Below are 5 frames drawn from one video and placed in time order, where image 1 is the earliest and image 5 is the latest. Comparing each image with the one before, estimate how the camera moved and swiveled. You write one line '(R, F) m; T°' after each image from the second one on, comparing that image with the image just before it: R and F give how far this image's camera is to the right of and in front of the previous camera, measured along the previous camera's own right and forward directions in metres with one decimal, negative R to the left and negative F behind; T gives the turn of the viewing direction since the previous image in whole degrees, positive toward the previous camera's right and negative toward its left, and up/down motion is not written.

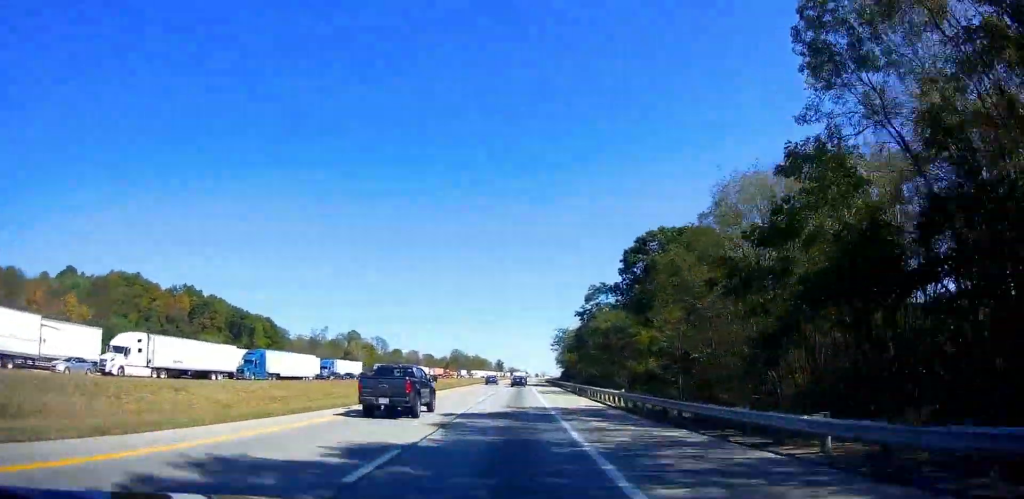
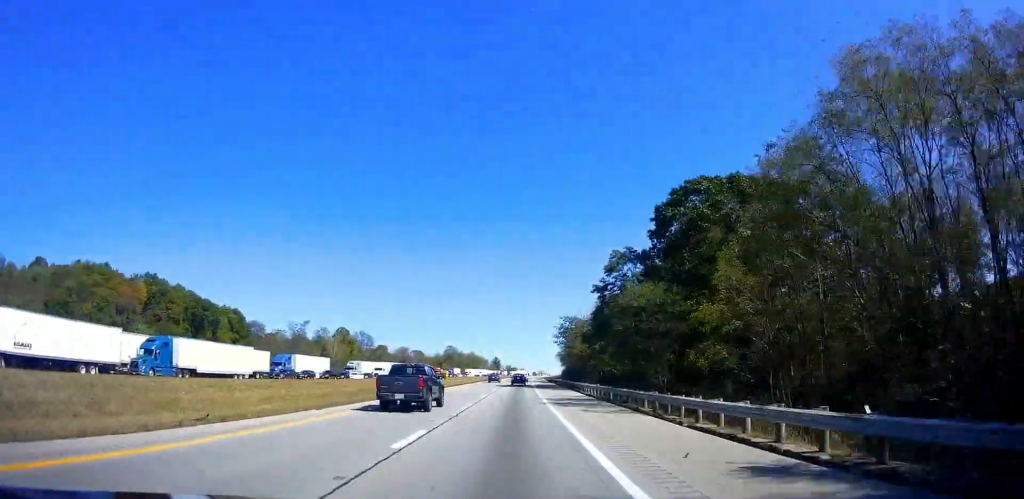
(+0.1, +21.0) m; 0°
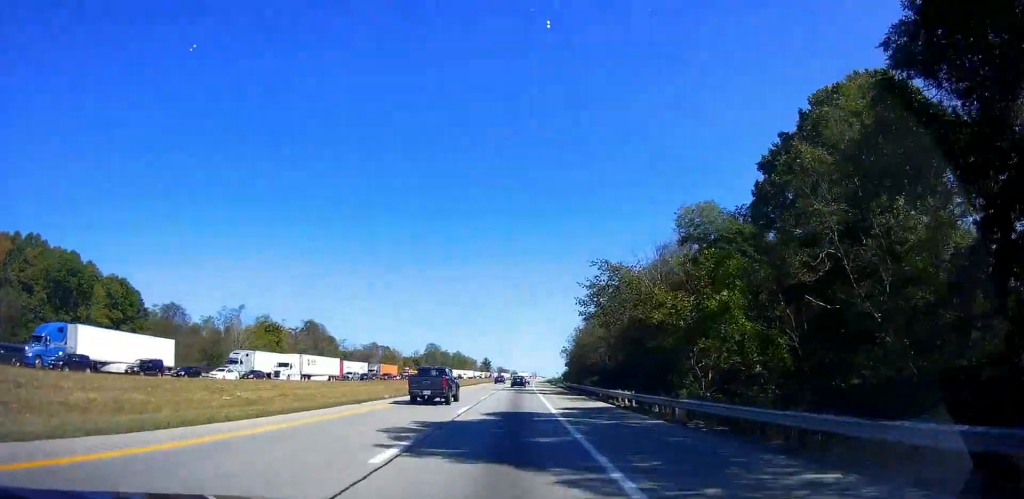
(0.0, +50.8) m; 0°
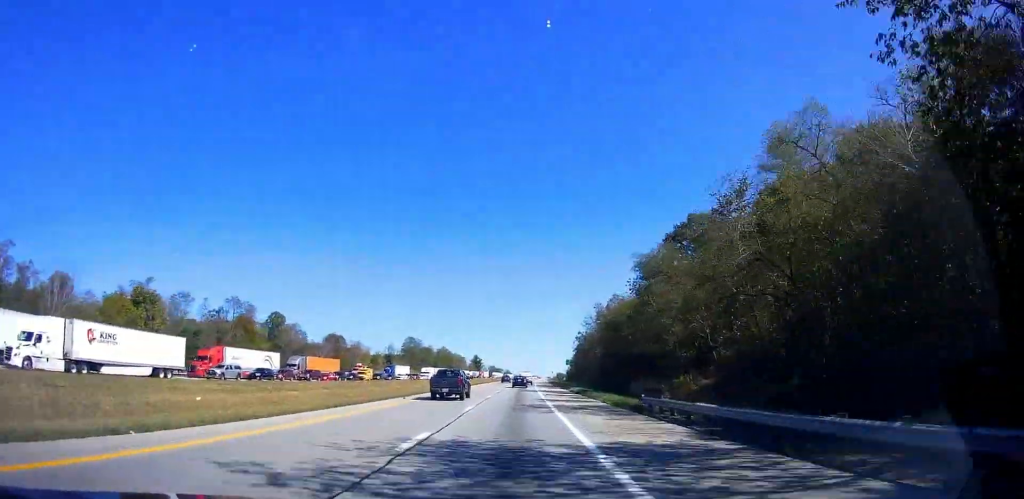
(+0.5, +46.2) m; +2°
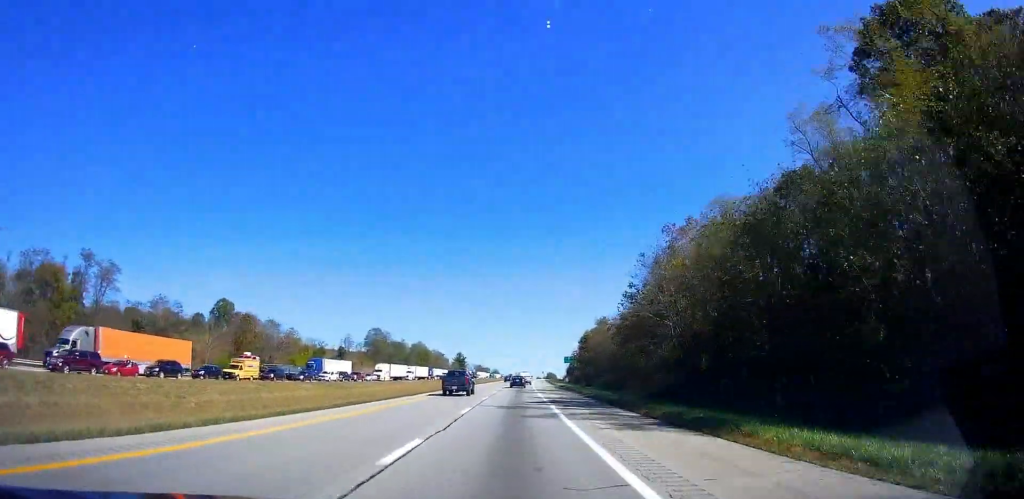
(+0.8, +50.9) m; -1°
